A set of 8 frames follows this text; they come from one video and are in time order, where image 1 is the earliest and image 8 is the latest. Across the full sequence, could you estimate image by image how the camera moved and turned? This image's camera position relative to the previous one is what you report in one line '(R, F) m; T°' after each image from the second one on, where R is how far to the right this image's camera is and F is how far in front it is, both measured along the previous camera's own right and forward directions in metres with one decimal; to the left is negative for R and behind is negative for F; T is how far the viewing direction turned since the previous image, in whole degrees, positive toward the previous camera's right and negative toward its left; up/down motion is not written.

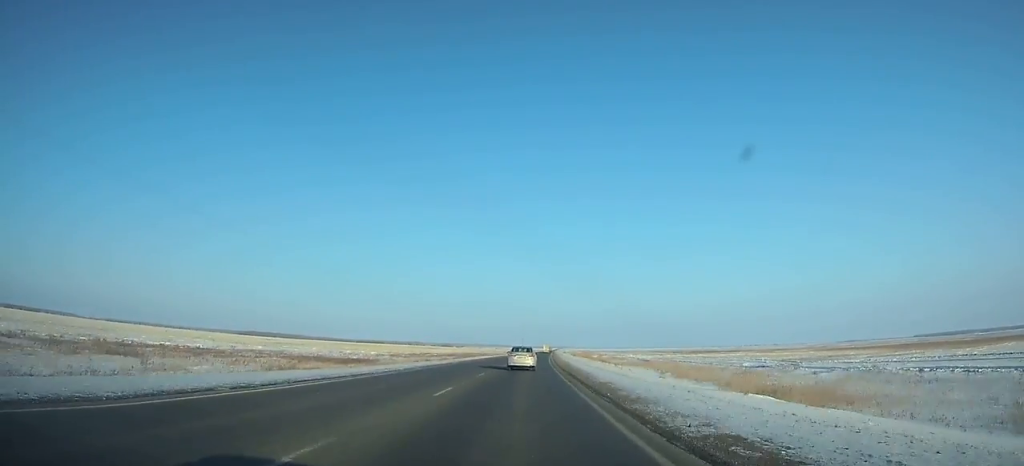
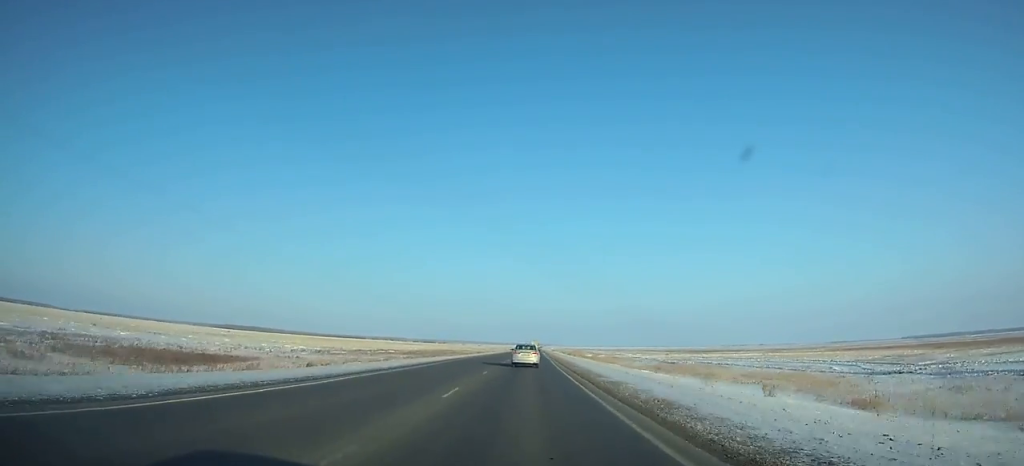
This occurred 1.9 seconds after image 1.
(+0.3, +49.1) m; +1°
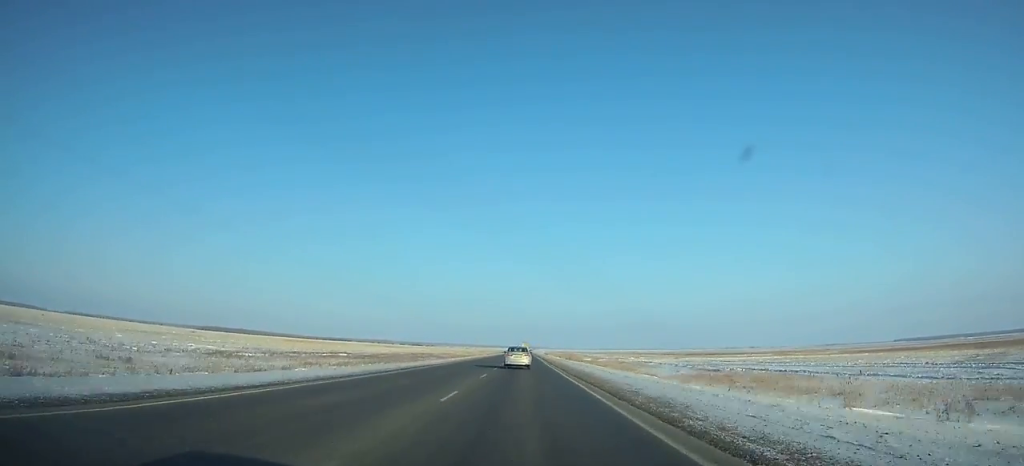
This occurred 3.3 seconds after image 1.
(+0.4, +36.2) m; +1°
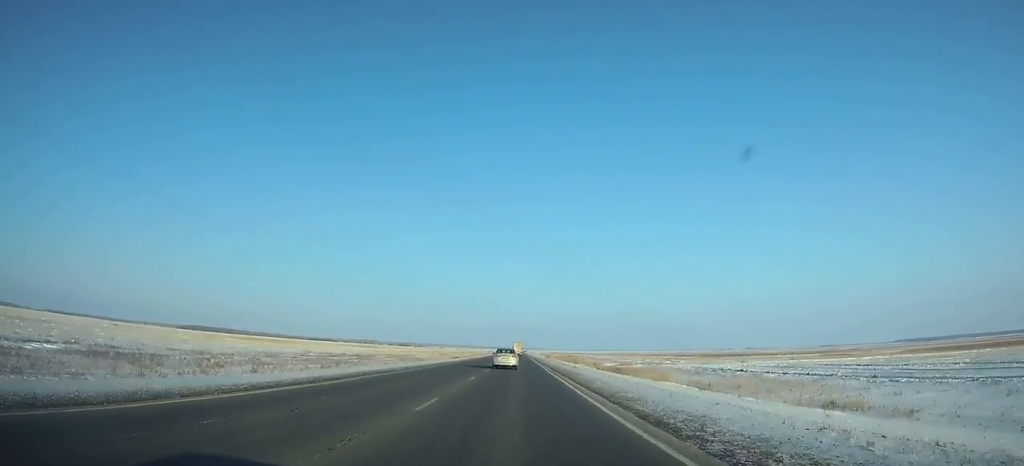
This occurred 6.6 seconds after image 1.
(+1.1, +85.6) m; +1°
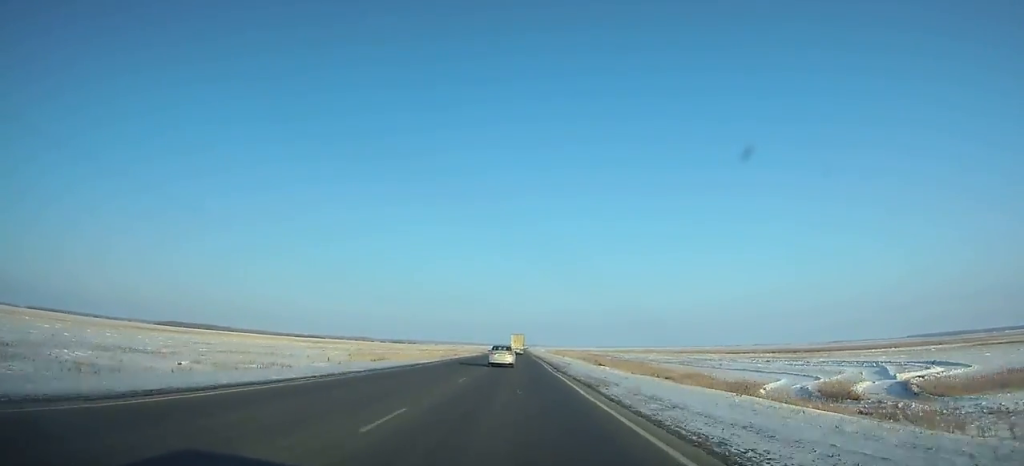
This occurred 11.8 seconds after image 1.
(-0.2, +134.0) m; 0°
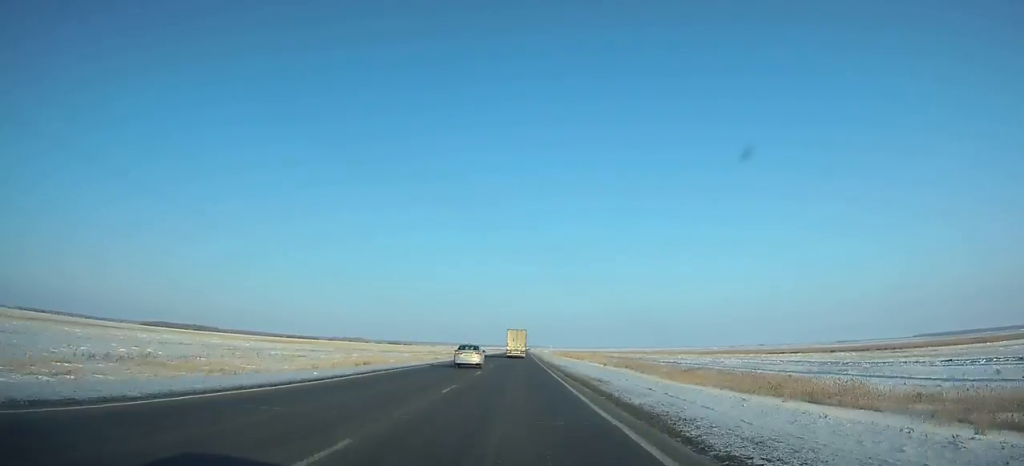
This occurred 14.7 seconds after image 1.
(0.0, +73.2) m; 0°
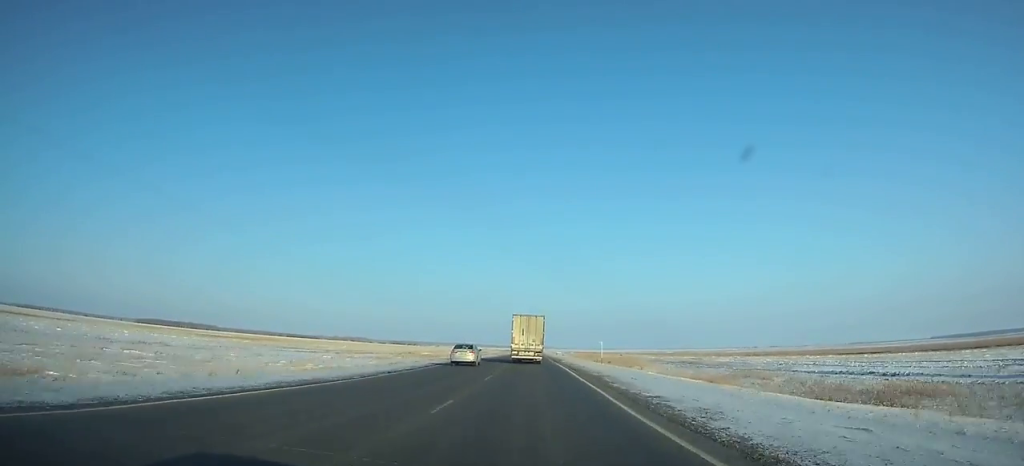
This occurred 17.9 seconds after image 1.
(-0.8, +79.3) m; -1°
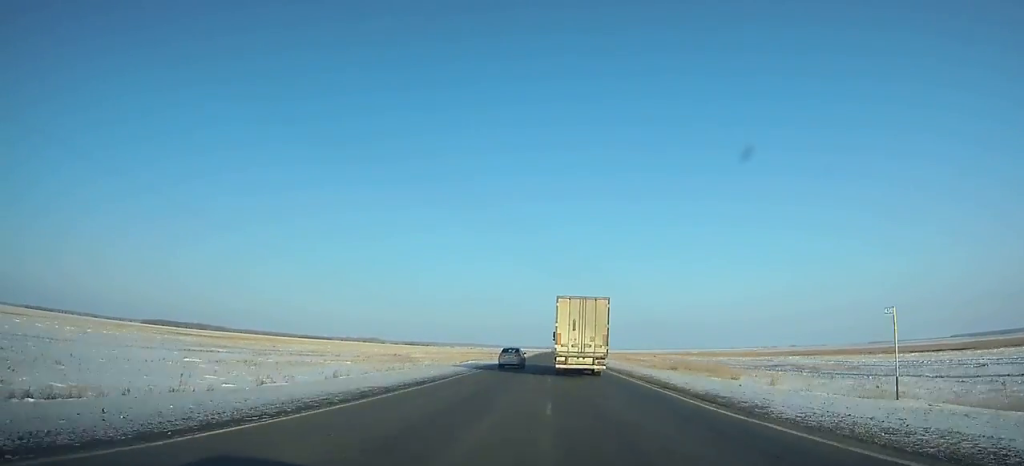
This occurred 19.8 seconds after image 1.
(-0.5, +46.9) m; 0°
